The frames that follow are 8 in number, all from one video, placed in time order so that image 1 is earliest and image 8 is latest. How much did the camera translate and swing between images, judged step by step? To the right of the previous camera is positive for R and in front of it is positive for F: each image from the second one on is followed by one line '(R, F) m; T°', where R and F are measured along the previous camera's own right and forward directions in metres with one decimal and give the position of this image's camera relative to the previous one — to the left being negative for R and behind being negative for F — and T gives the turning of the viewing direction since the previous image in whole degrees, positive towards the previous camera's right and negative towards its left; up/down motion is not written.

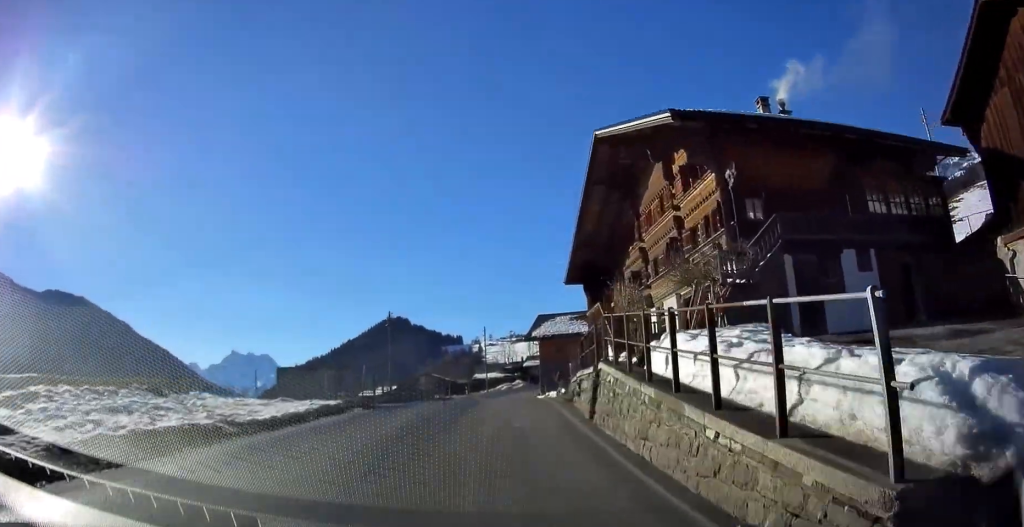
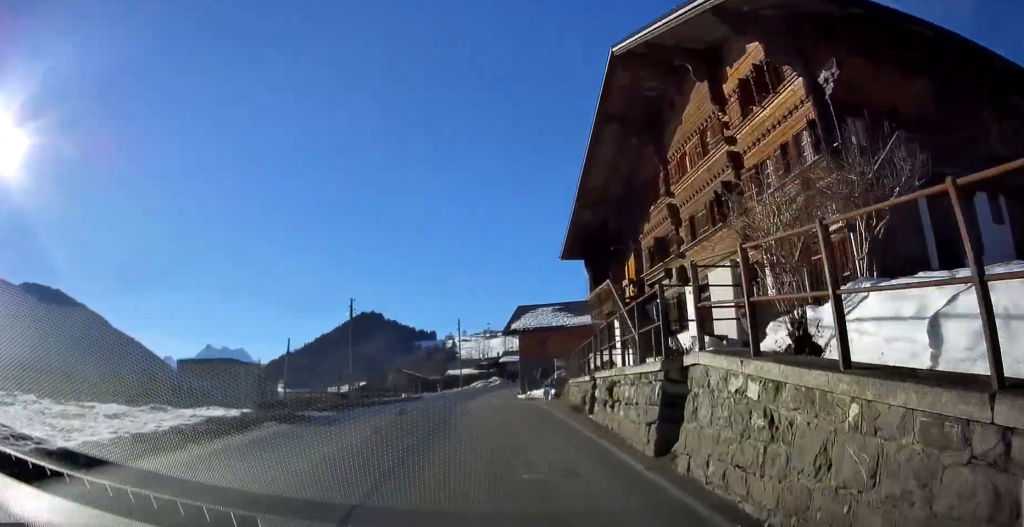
(+0.1, +6.8) m; +1°
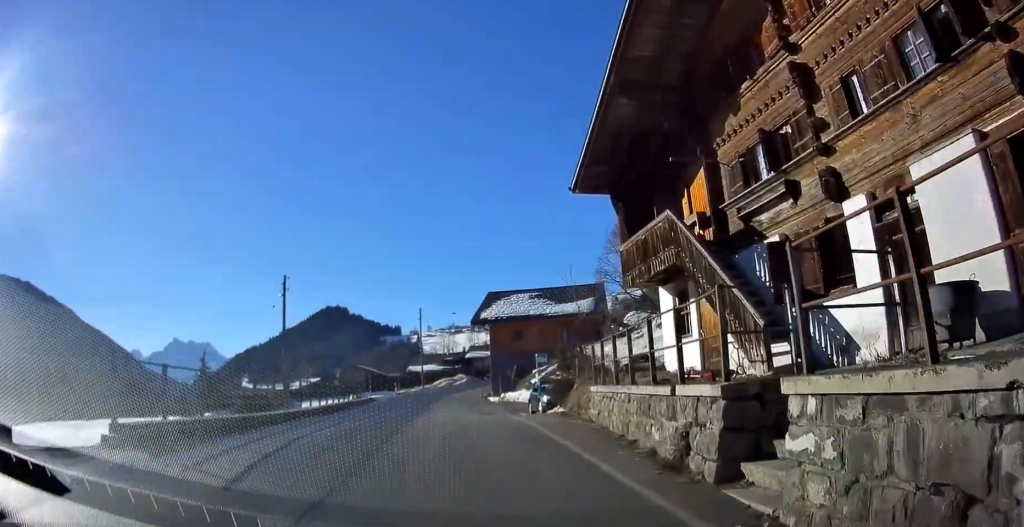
(+0.1, +9.6) m; +1°
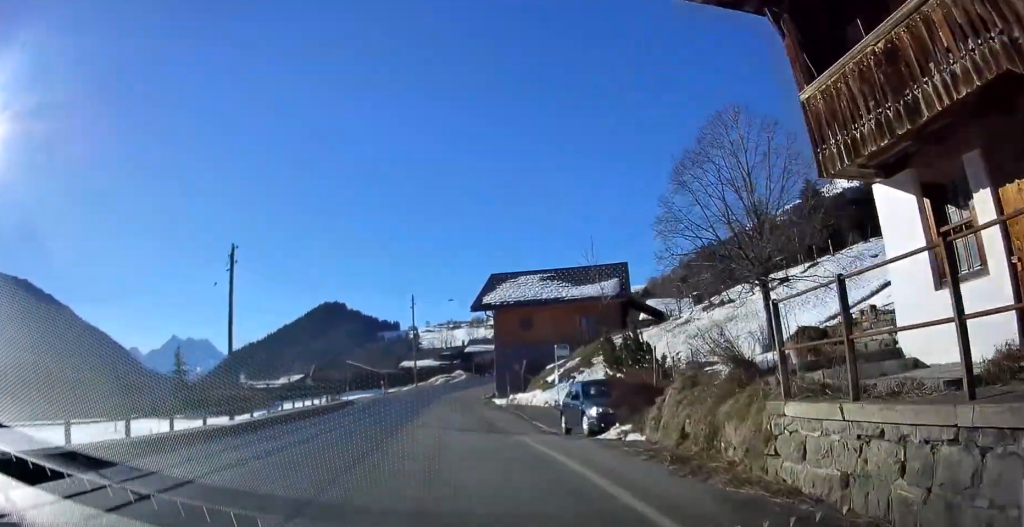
(+0.1, +9.3) m; +1°
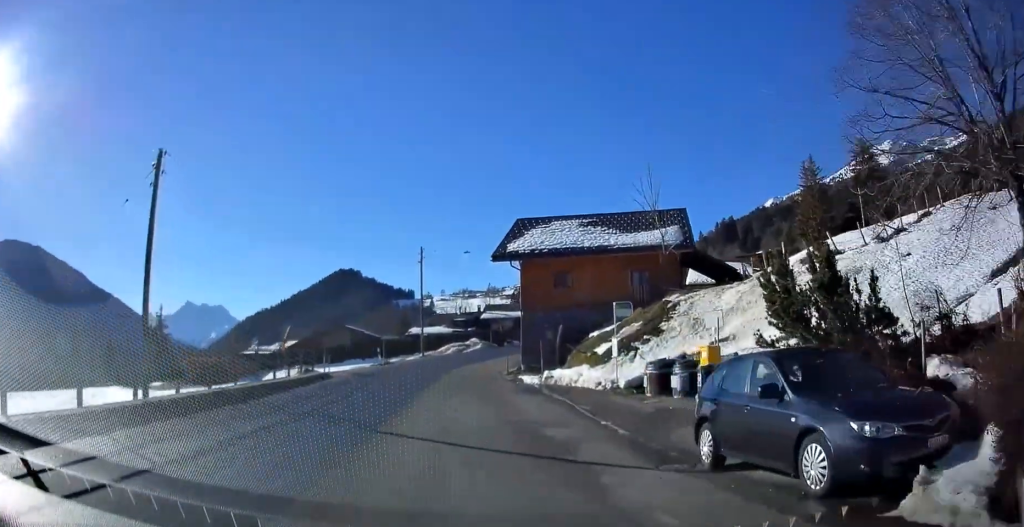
(+0.2, +9.9) m; +1°
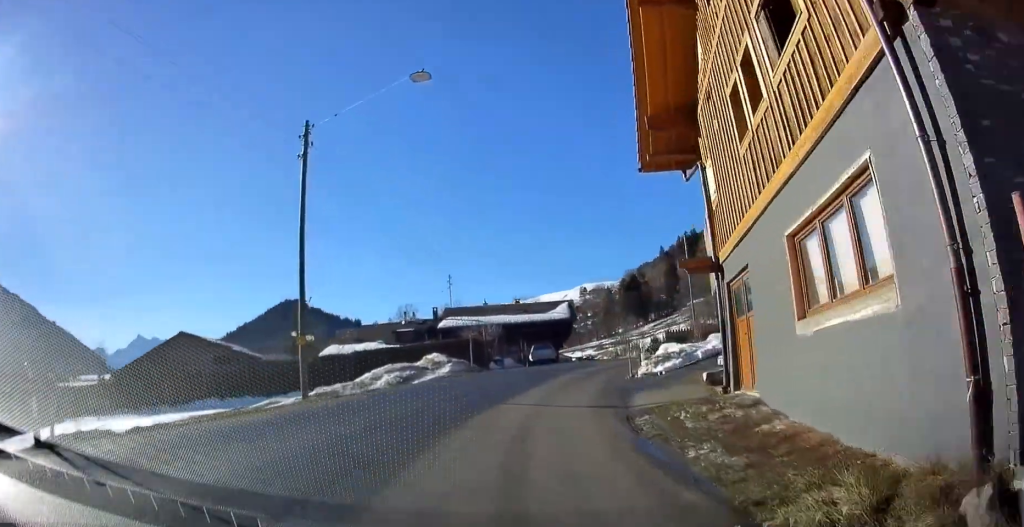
(-0.3, +31.2) m; +5°
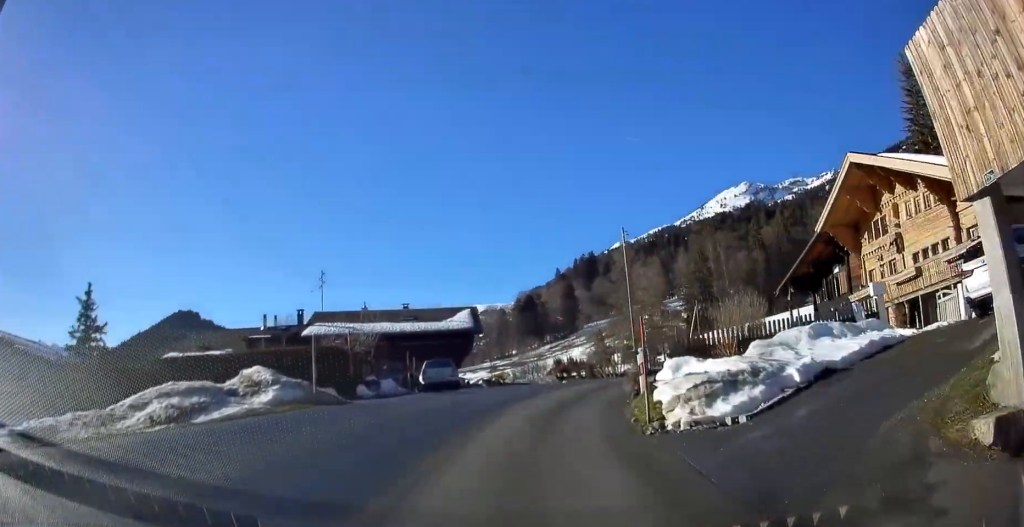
(+0.9, +12.2) m; +9°
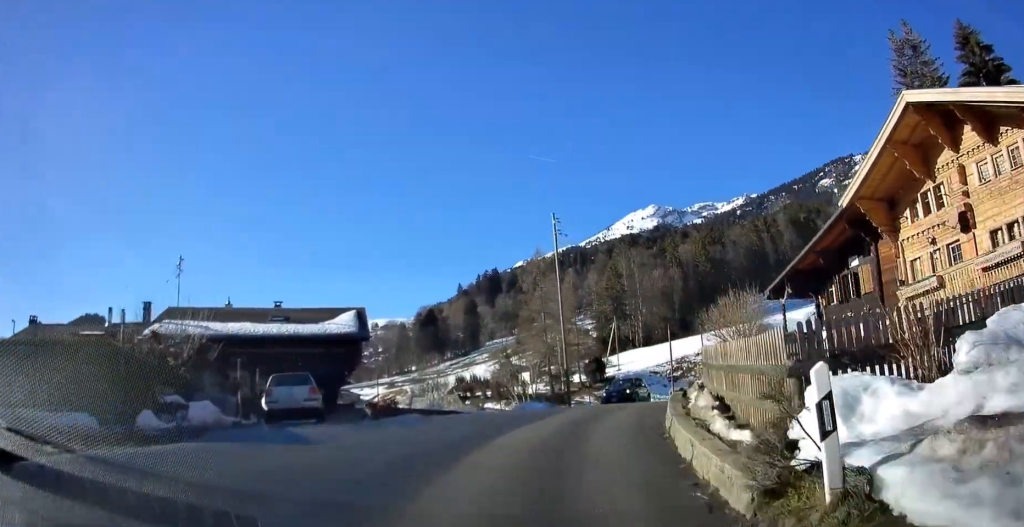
(+0.7, +9.5) m; +10°
